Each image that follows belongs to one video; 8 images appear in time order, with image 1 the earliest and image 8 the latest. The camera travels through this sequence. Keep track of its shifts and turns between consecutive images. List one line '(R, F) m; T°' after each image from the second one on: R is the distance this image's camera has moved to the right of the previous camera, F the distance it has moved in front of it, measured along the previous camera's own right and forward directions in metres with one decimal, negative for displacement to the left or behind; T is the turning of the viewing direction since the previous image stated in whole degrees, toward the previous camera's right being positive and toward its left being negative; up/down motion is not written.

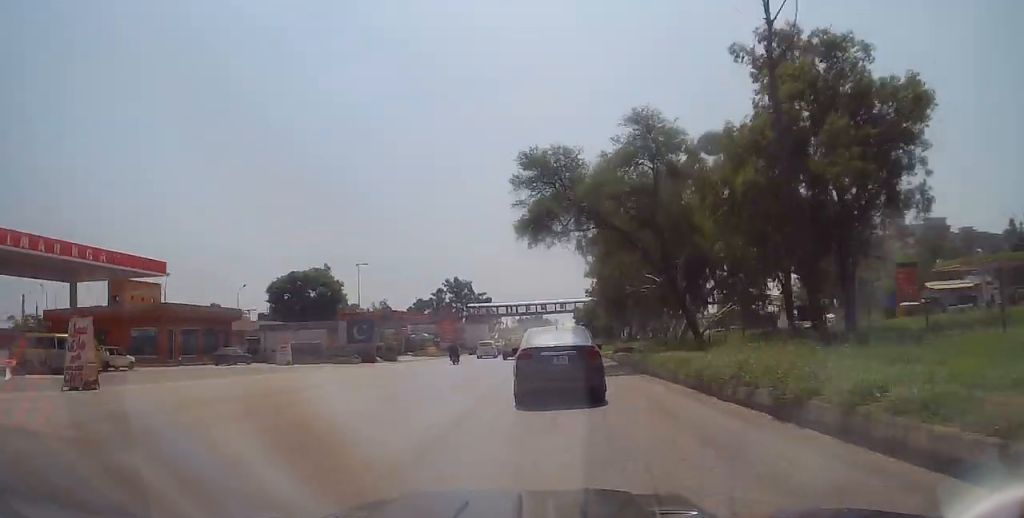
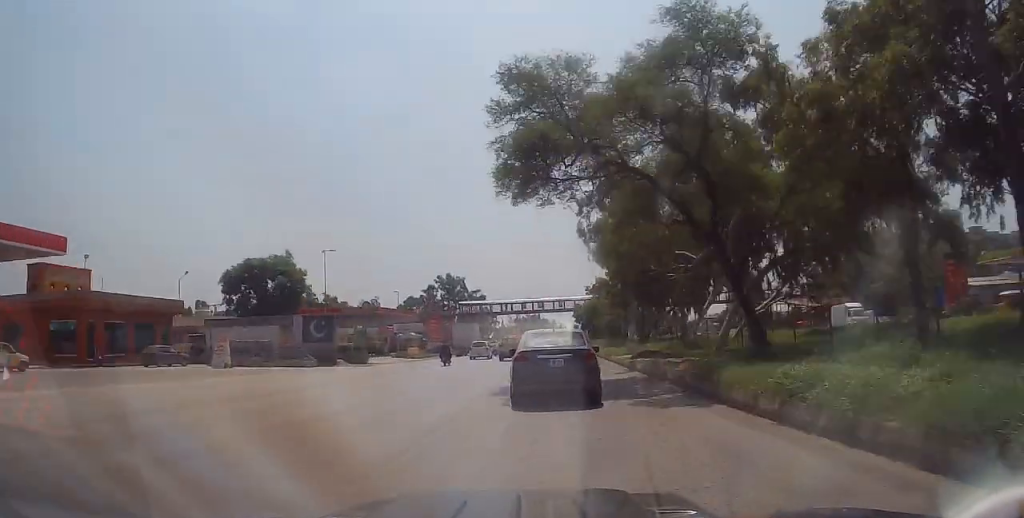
(-0.4, +9.3) m; 0°
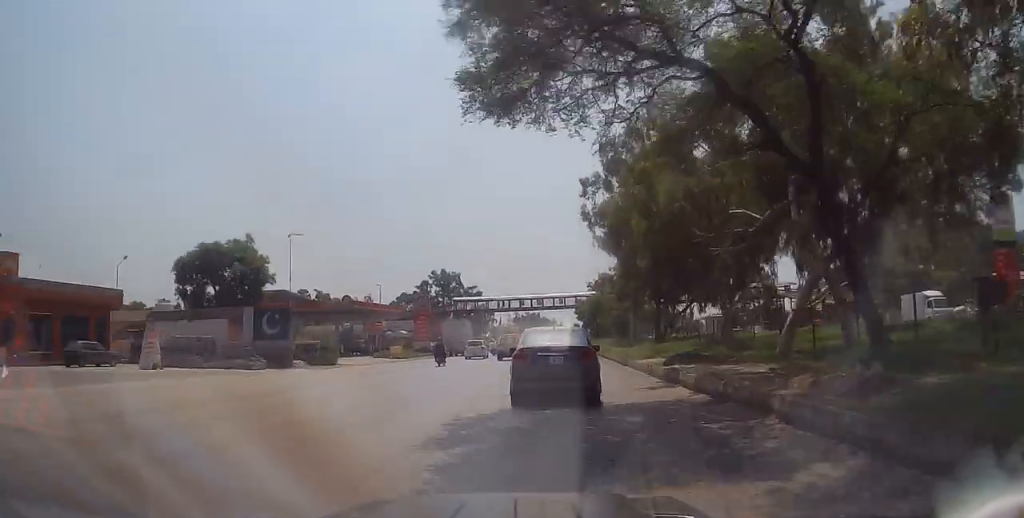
(+0.1, +7.6) m; 0°
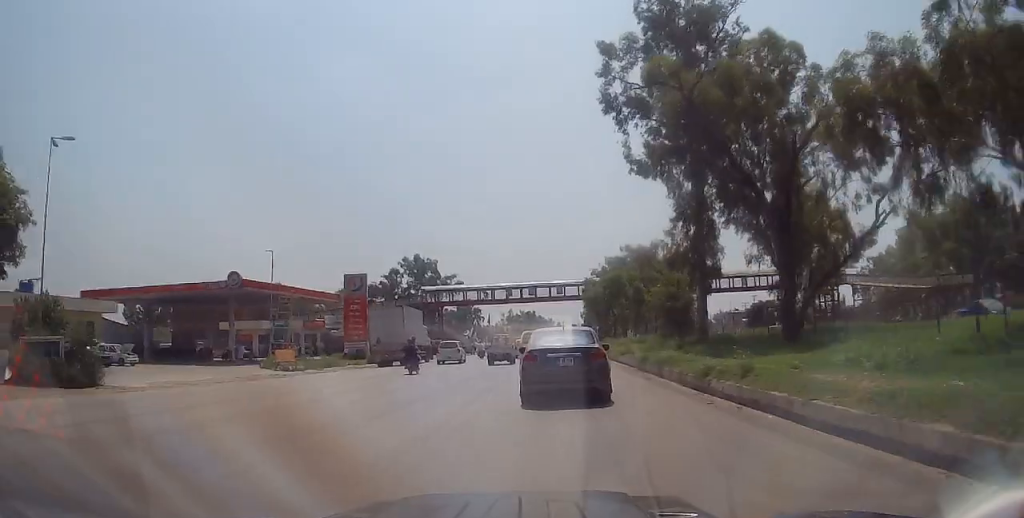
(+0.3, +25.5) m; +1°
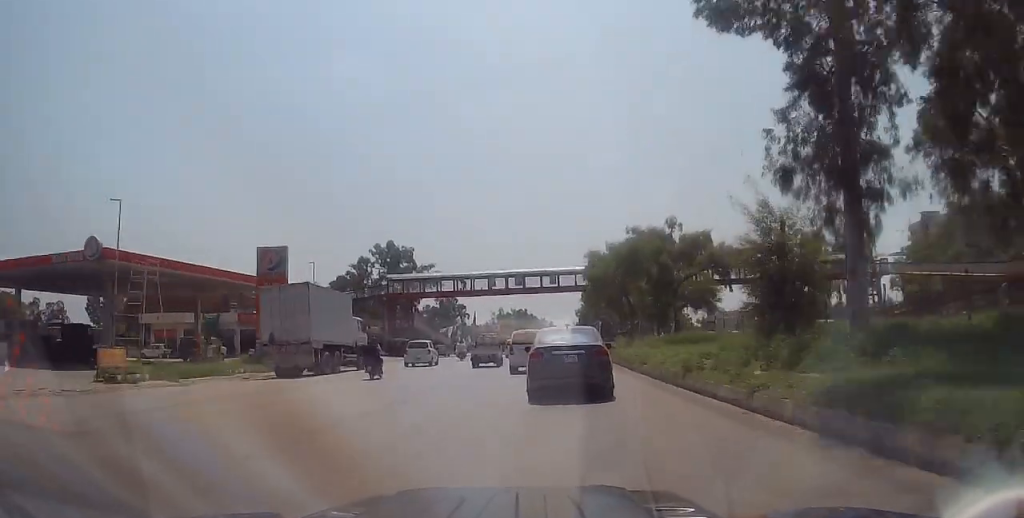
(+0.3, +15.6) m; 0°
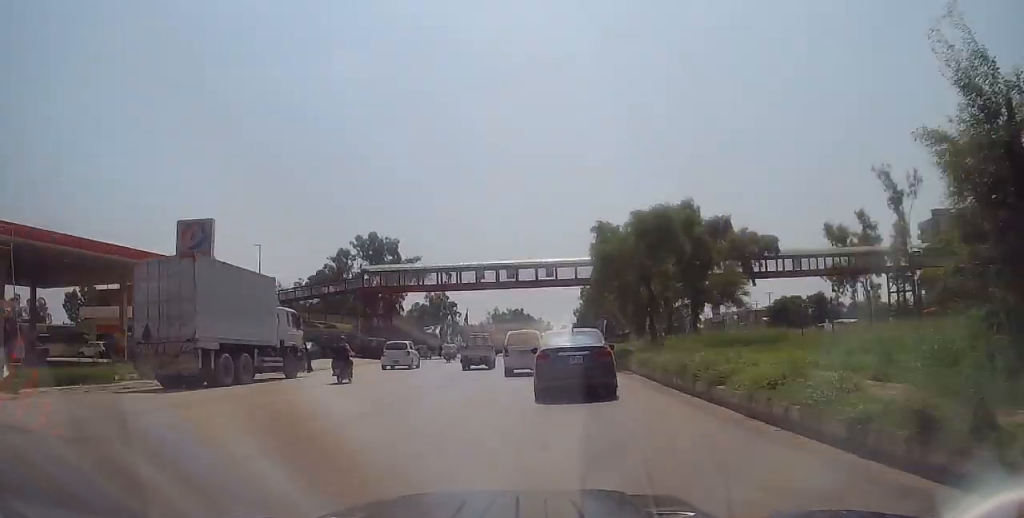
(-0.1, +9.0) m; +1°
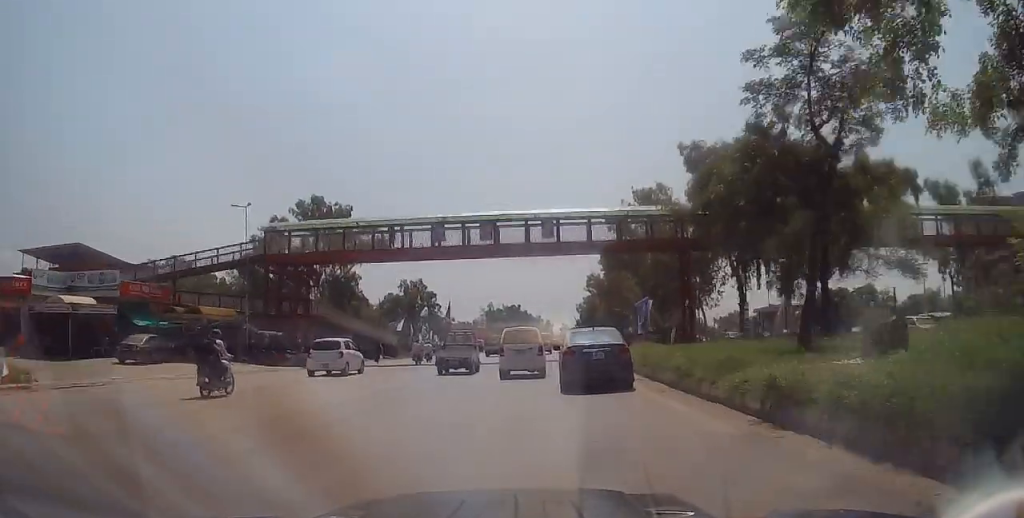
(+0.5, +23.8) m; +1°
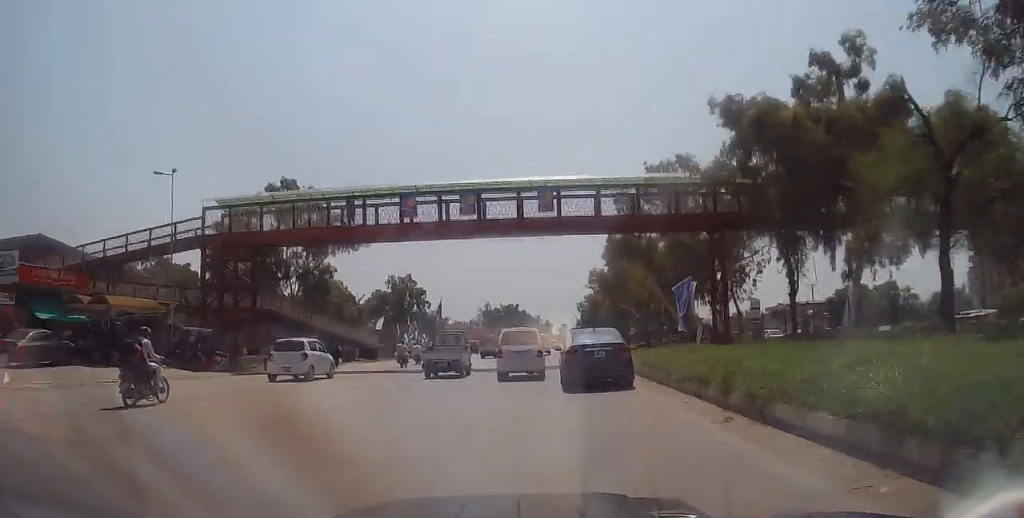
(-0.2, +8.5) m; -1°
